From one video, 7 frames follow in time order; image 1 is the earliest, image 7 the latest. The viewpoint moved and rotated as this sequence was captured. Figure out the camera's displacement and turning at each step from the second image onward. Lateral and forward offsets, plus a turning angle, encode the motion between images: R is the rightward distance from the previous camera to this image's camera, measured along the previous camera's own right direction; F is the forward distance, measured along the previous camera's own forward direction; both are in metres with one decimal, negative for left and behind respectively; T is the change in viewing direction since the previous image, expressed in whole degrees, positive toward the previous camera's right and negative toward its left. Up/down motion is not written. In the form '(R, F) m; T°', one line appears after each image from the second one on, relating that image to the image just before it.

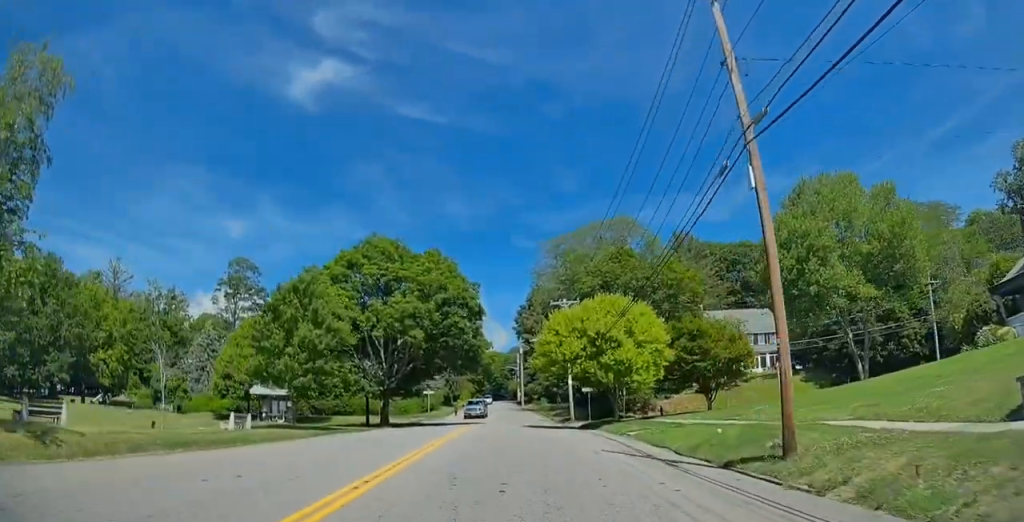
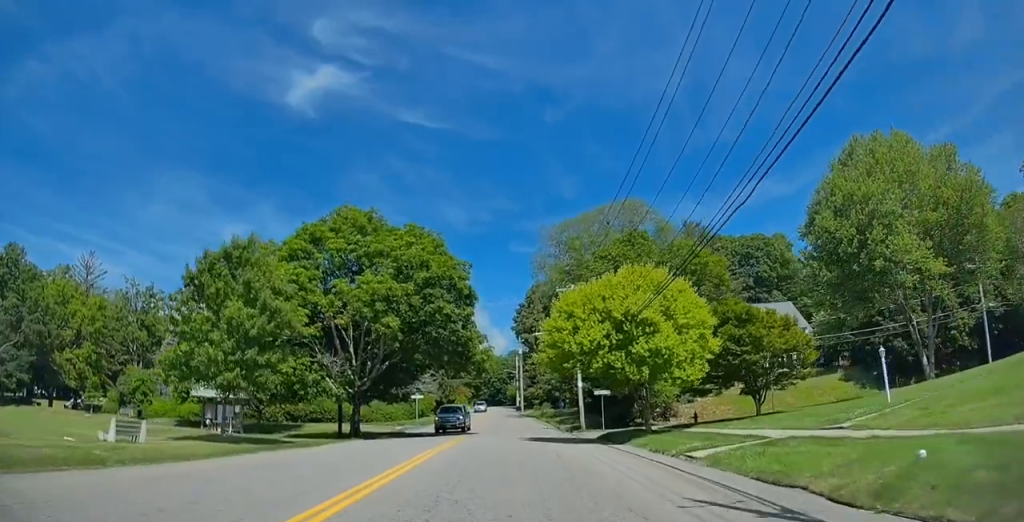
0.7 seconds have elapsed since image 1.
(0.0, +8.8) m; 0°
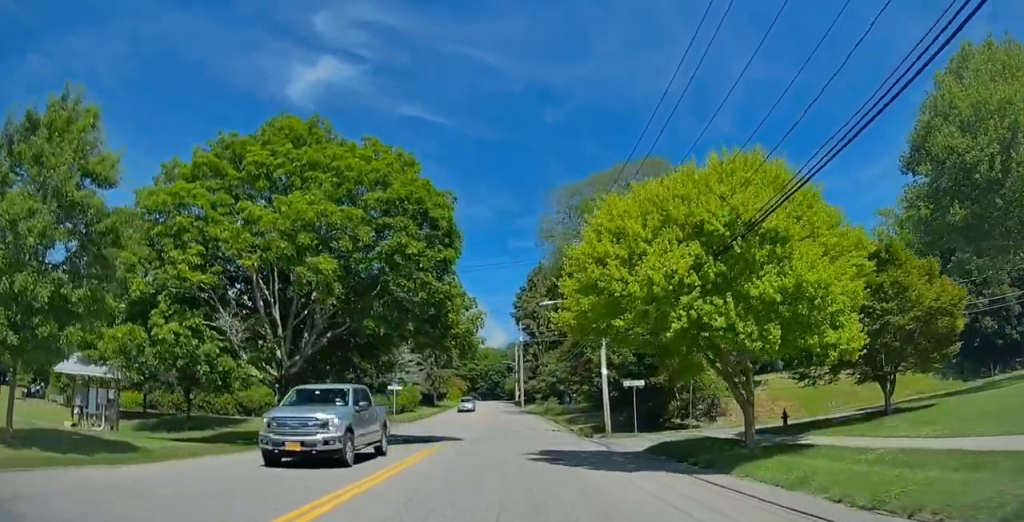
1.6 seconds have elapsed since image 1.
(0.0, +12.7) m; 0°
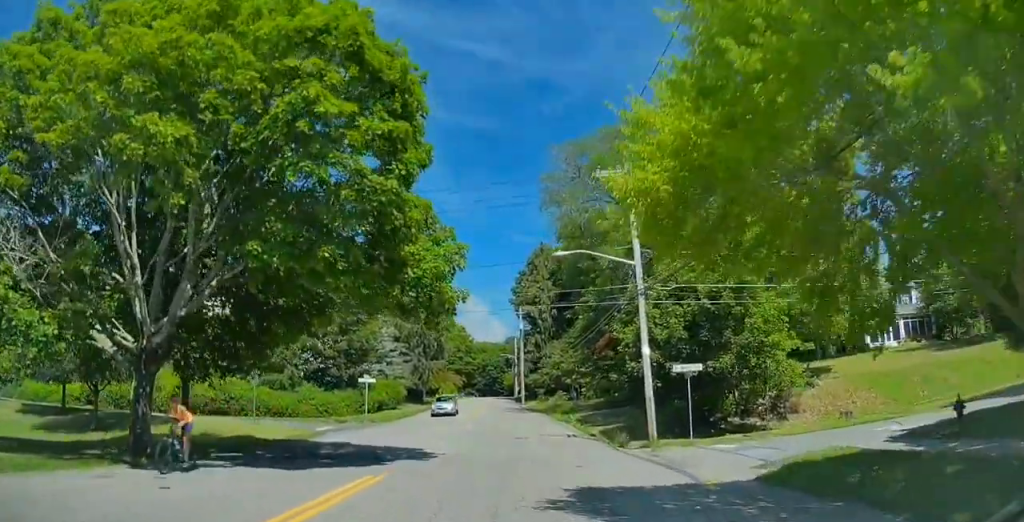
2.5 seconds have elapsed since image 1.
(0.0, +10.8) m; 0°
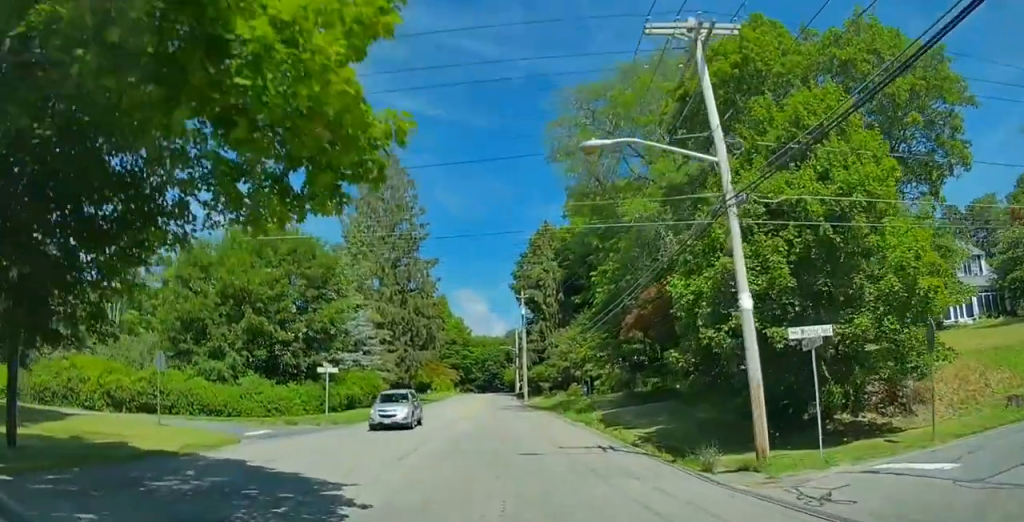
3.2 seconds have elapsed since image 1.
(+0.1, +10.0) m; -1°
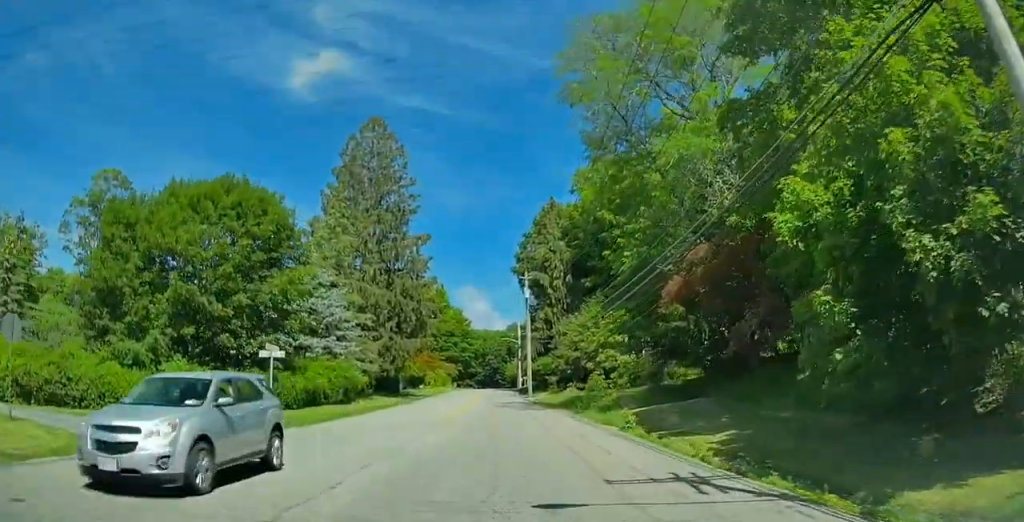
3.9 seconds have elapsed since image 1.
(-0.2, +8.7) m; 0°
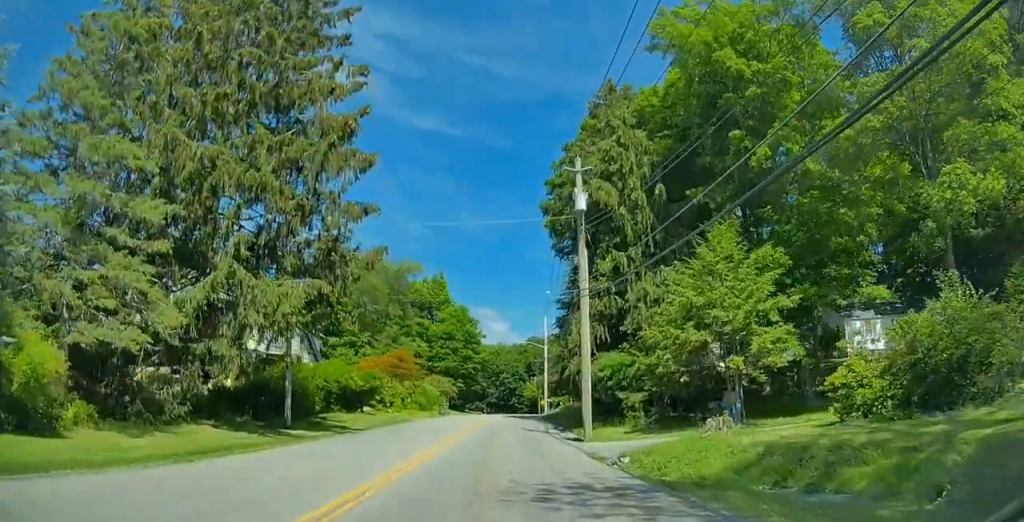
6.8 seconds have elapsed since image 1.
(+0.3, +34.7) m; +1°
